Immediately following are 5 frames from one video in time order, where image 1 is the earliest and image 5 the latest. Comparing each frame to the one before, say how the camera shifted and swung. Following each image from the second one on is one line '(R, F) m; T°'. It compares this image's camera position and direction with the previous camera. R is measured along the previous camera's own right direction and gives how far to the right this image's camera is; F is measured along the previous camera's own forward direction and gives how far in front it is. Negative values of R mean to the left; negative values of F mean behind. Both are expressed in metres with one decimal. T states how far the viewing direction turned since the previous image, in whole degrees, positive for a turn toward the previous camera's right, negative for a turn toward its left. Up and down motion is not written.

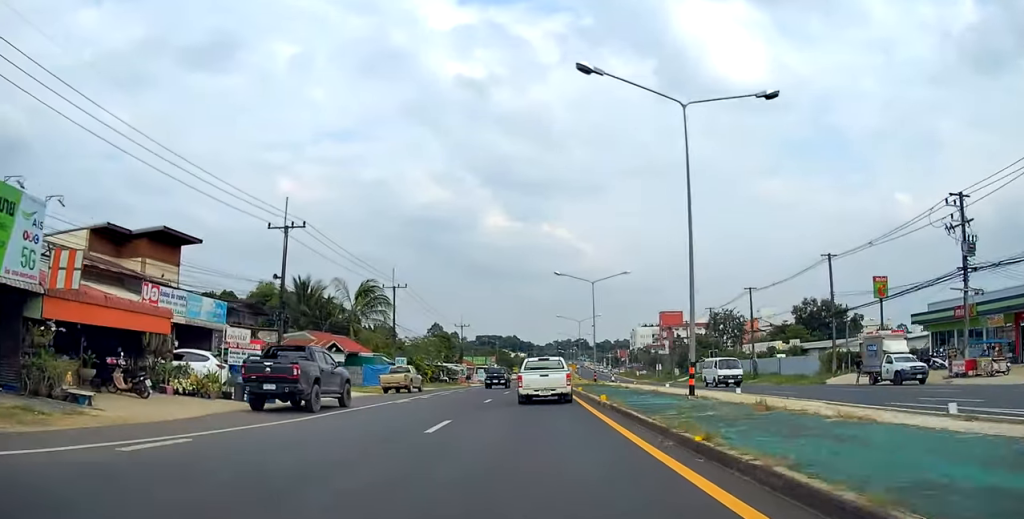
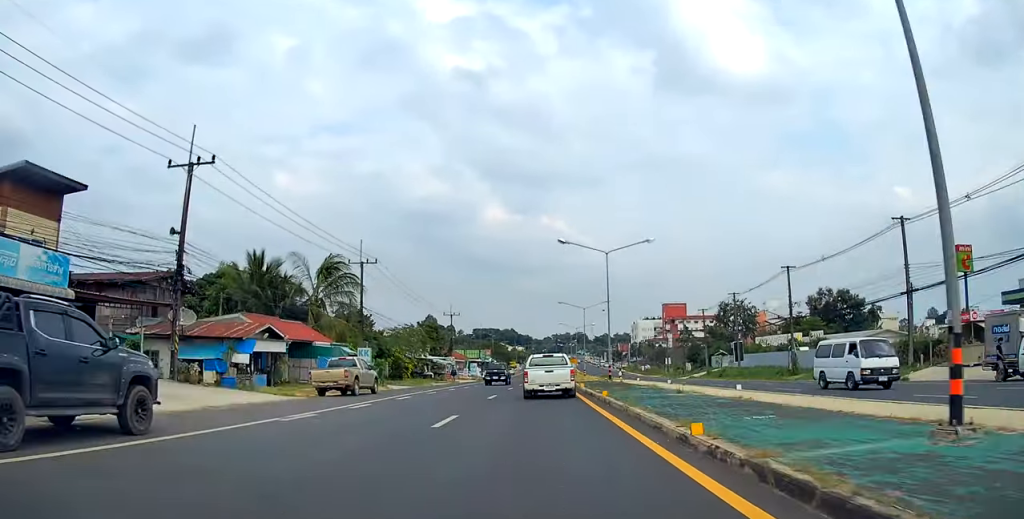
(0.0, +11.2) m; 0°
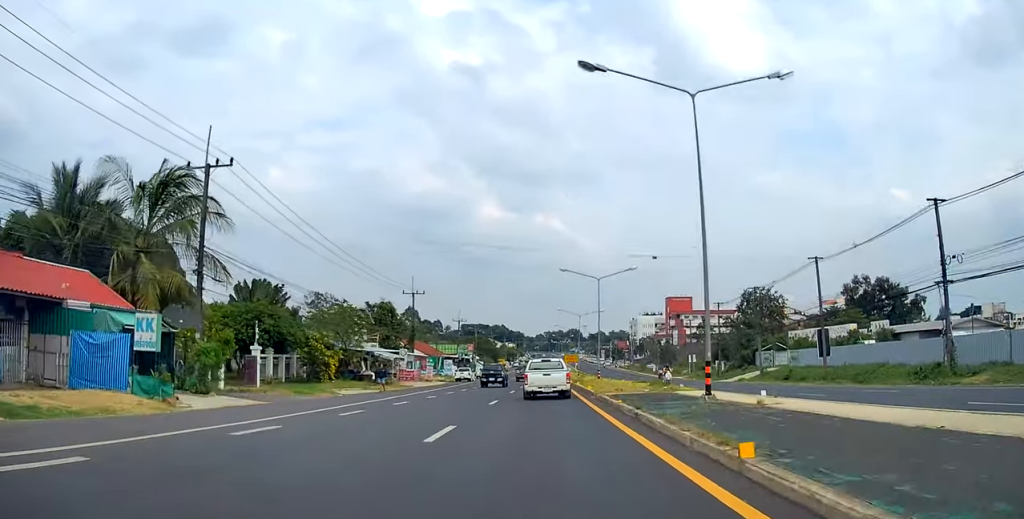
(0.0, +25.2) m; 0°
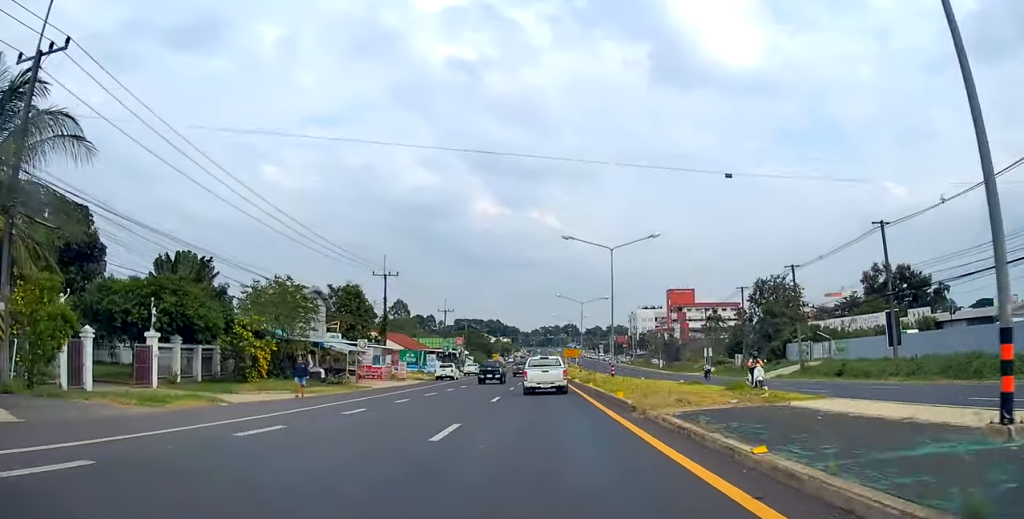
(+0.1, +11.9) m; 0°
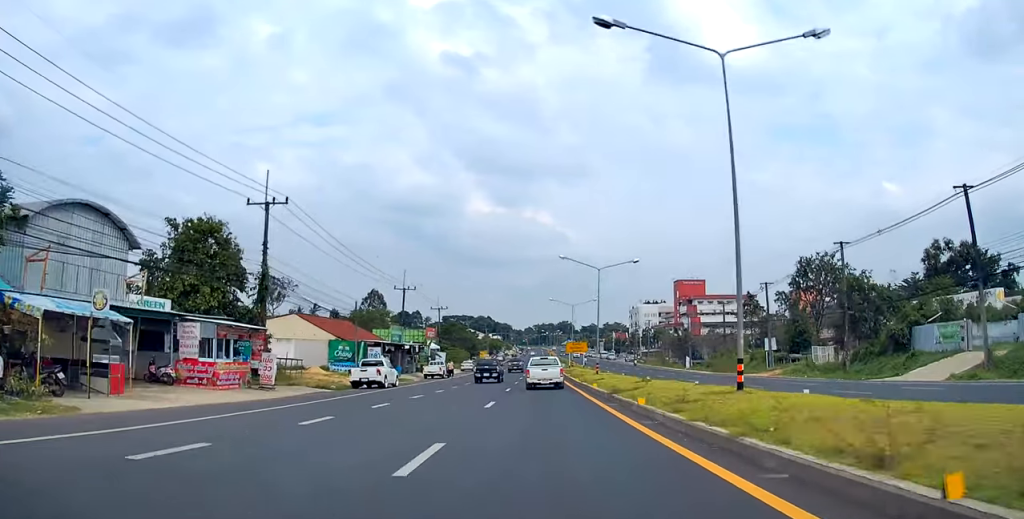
(-0.1, +27.2) m; -1°
